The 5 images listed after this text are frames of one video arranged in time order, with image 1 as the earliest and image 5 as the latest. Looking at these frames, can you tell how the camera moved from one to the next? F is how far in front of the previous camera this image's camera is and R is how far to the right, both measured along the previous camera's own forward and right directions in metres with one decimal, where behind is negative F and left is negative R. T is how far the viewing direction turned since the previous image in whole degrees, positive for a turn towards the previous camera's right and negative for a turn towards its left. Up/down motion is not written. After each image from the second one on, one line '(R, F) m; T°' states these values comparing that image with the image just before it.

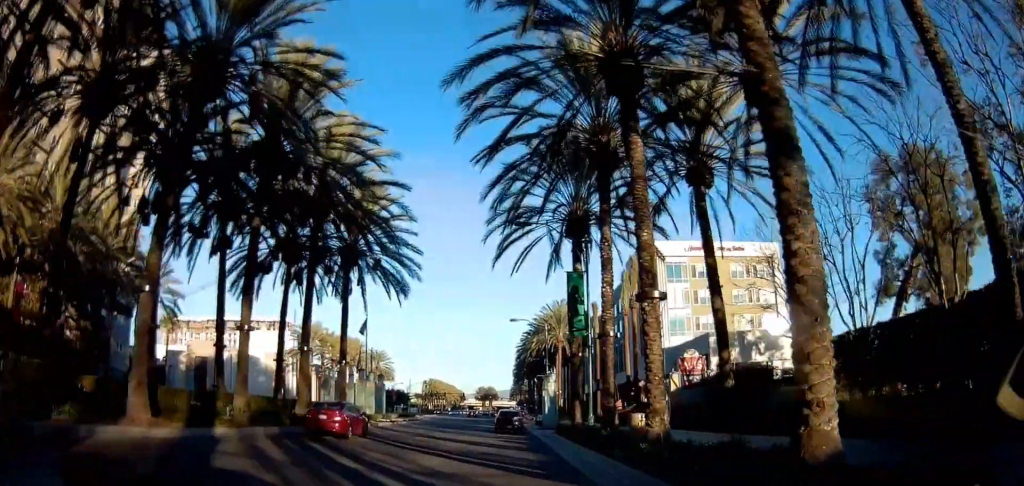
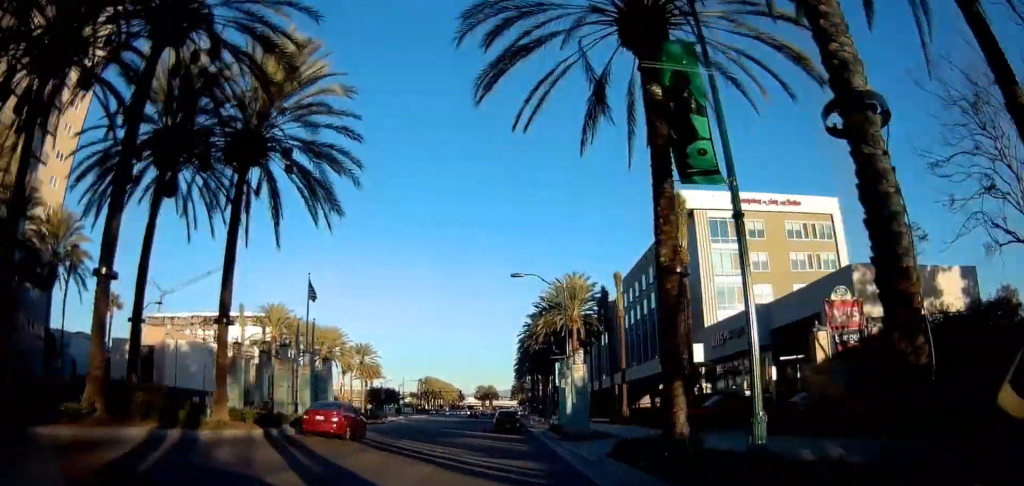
(+0.2, +17.0) m; +1°
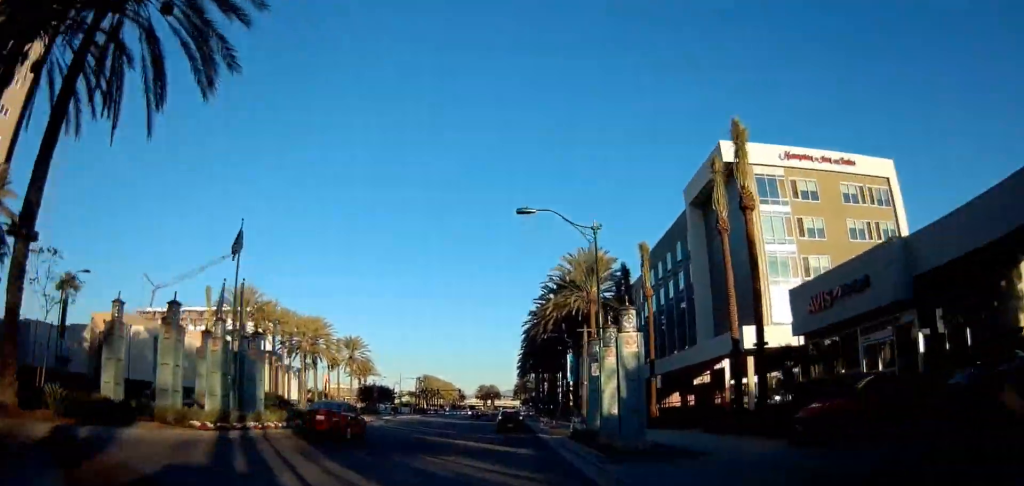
(0.0, +11.4) m; 0°
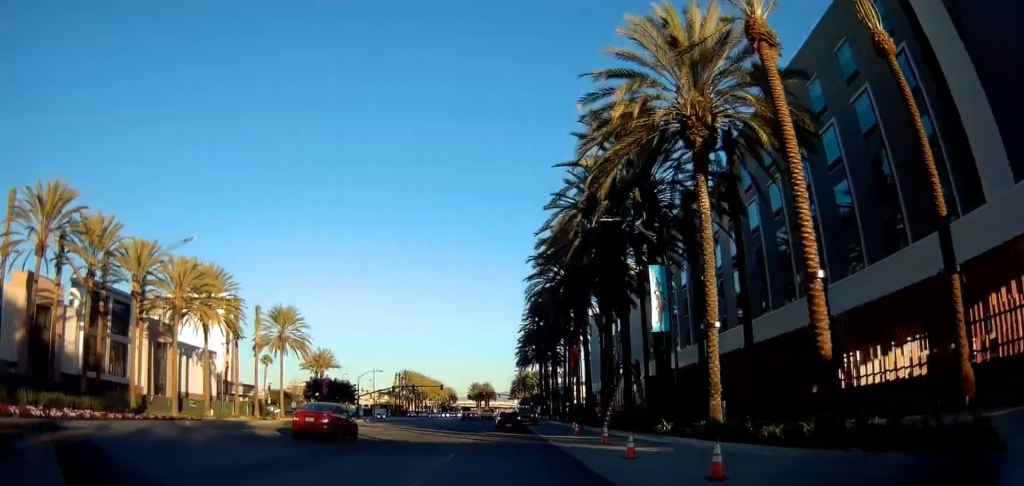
(+0.6, +36.5) m; +1°
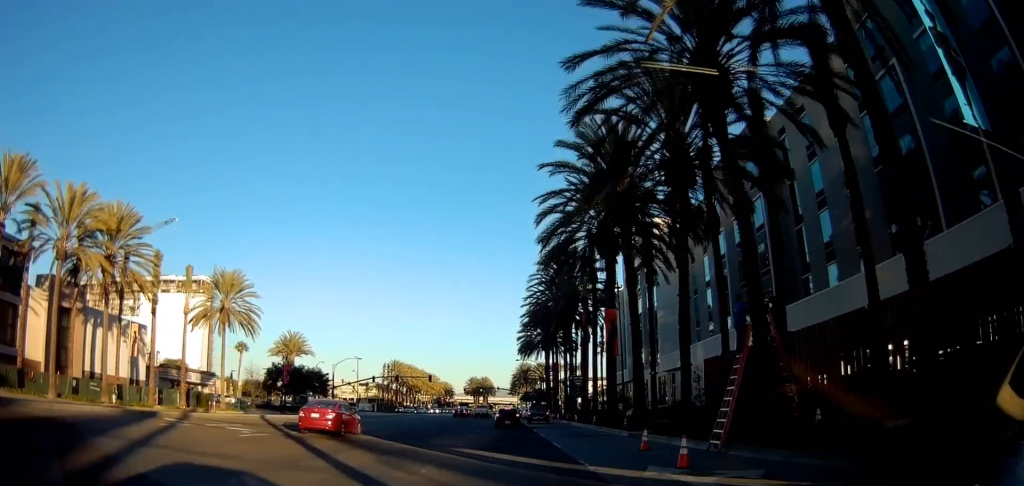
(-0.2, +18.7) m; -3°
